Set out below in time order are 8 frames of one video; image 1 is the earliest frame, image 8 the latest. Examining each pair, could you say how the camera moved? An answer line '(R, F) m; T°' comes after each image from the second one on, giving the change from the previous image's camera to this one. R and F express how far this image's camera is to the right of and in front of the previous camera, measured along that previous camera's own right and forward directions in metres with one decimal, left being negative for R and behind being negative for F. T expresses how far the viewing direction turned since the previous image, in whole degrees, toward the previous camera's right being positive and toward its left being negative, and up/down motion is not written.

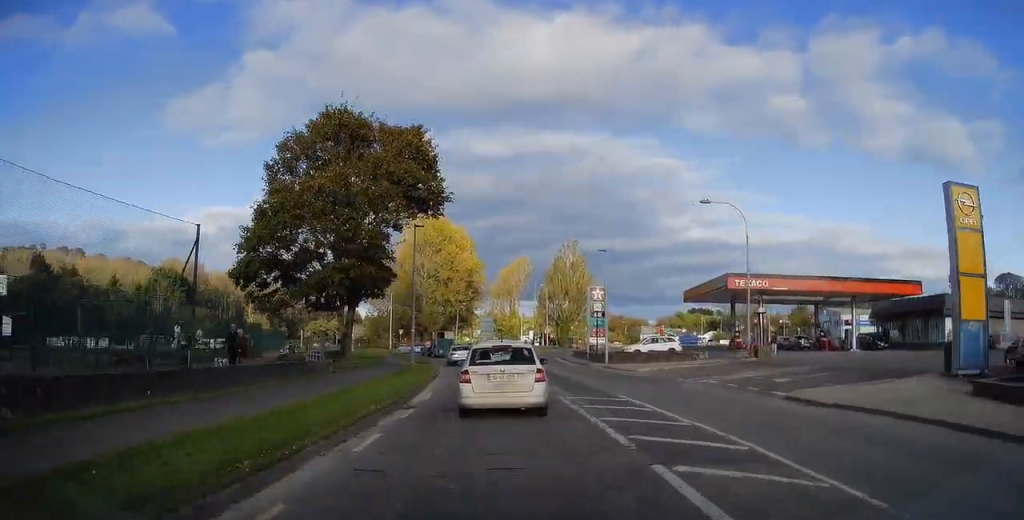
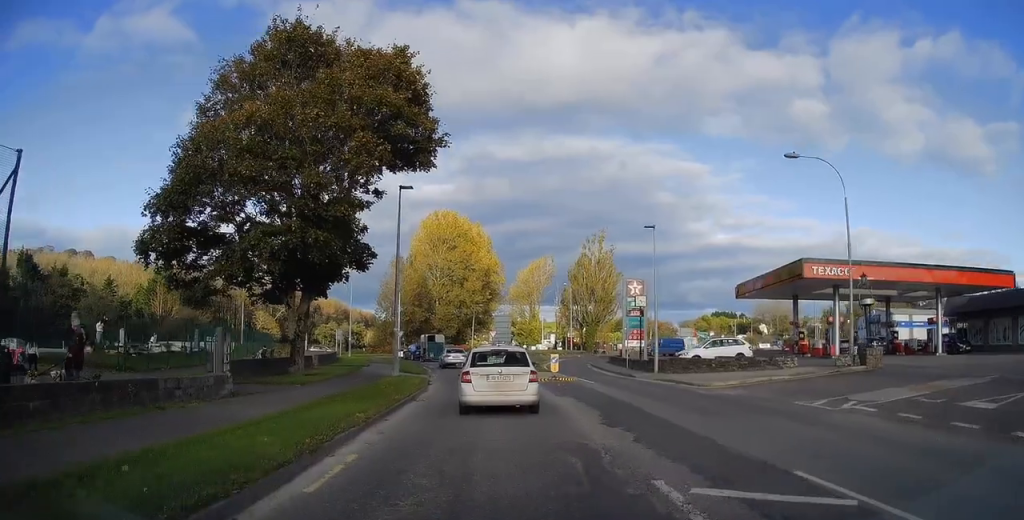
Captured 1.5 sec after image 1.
(-0.3, +14.3) m; -2°
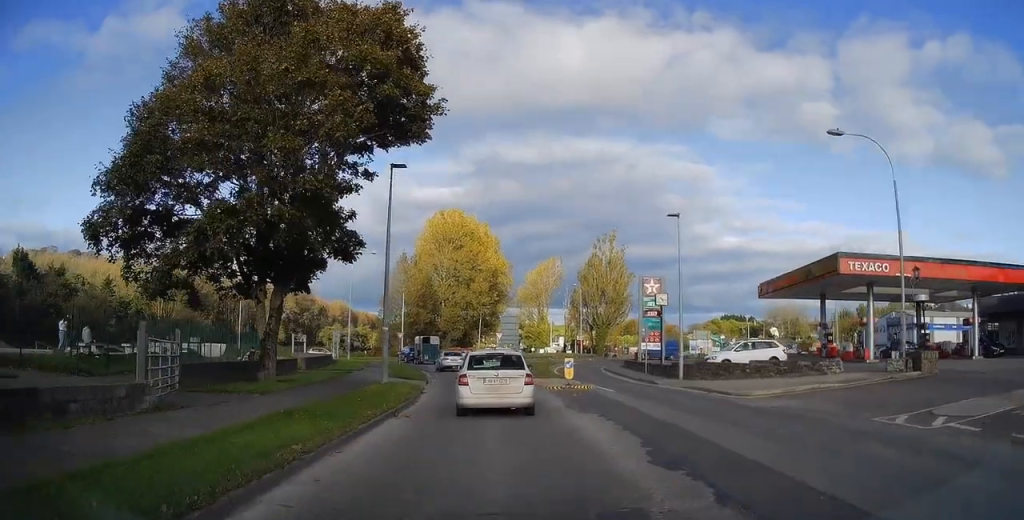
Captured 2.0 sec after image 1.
(0.0, +3.9) m; -1°
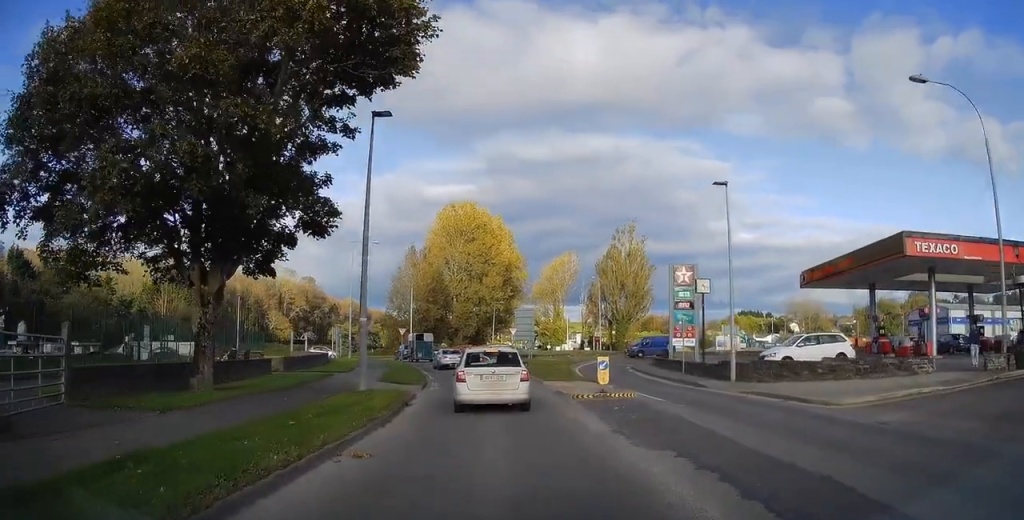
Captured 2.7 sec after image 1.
(-0.1, +5.3) m; -2°
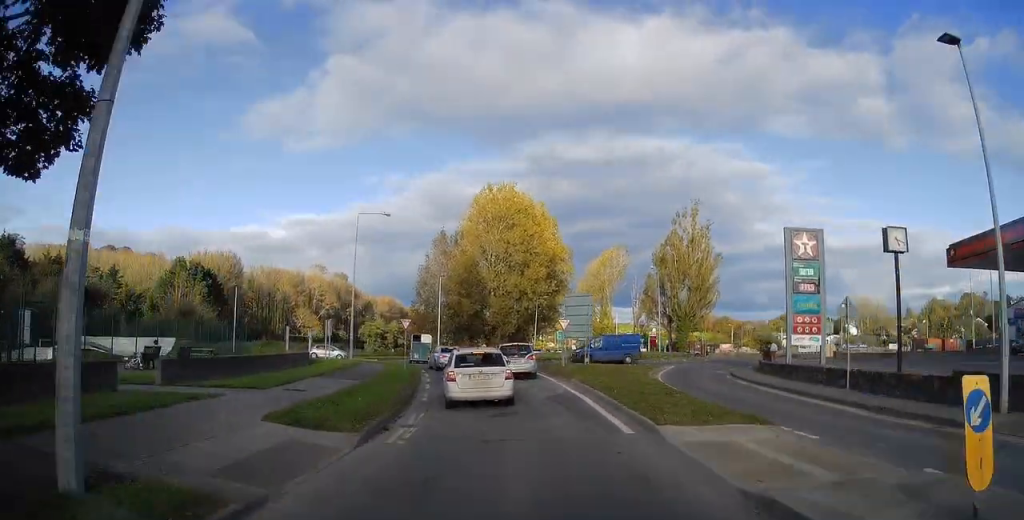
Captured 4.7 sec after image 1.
(-1.0, +12.7) m; -8°
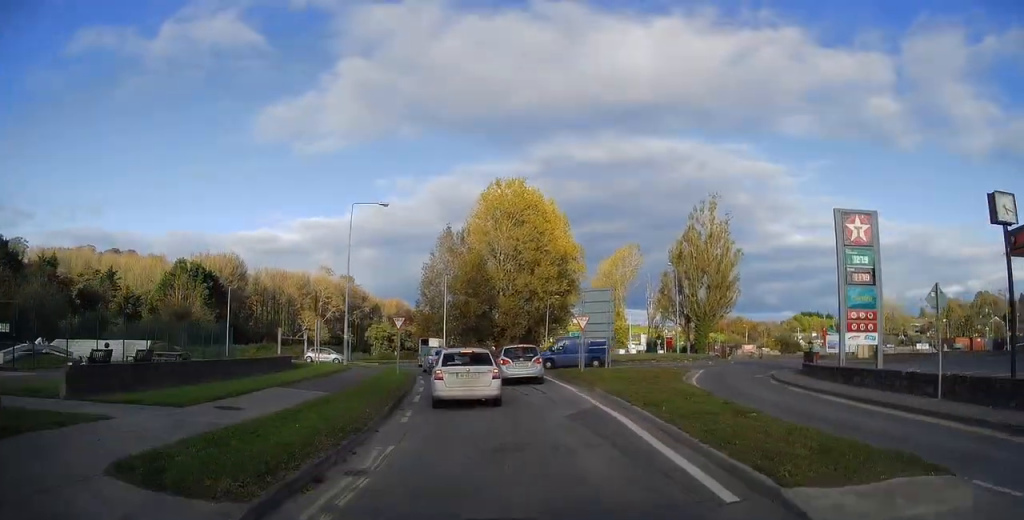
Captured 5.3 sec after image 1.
(-0.4, +4.5) m; +1°
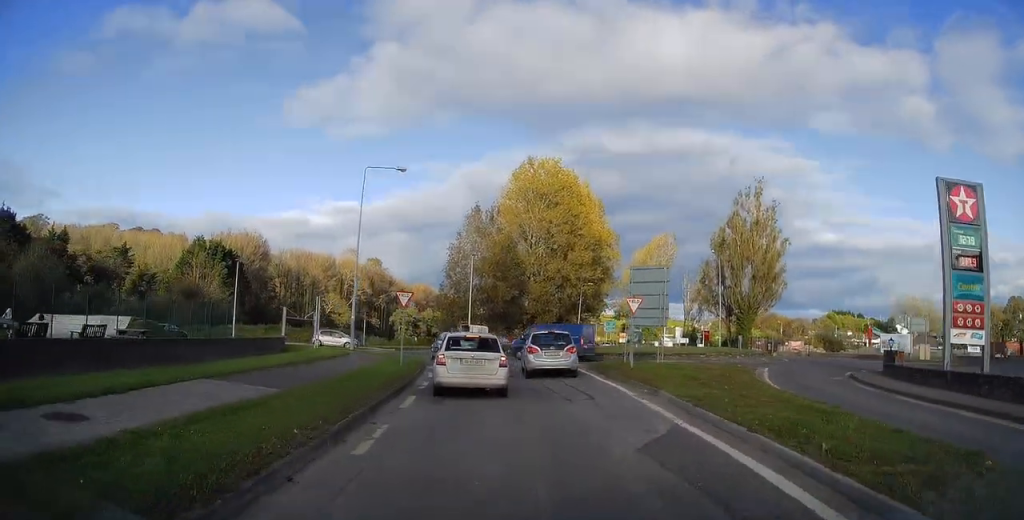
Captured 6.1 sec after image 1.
(+0.6, +5.3) m; -1°
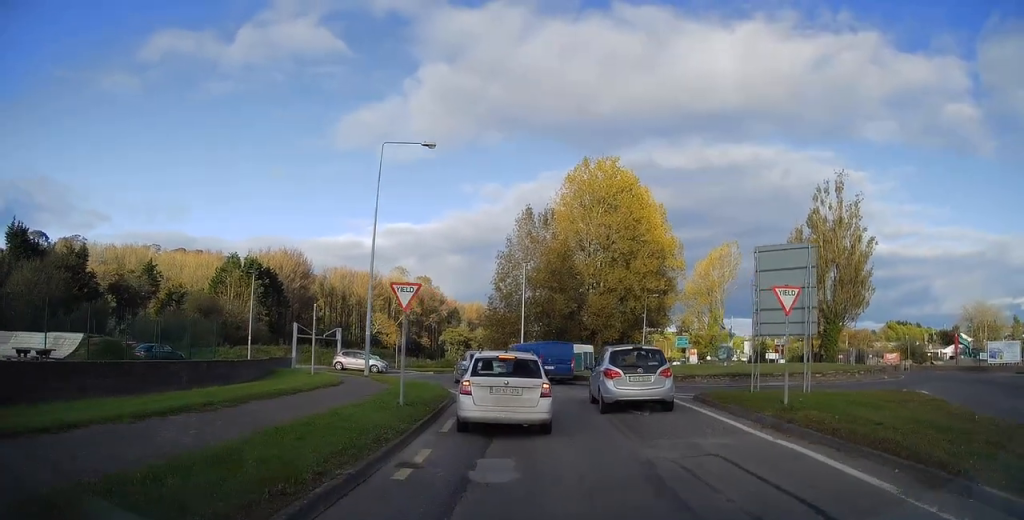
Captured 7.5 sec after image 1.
(-0.8, +9.0) m; -6°
